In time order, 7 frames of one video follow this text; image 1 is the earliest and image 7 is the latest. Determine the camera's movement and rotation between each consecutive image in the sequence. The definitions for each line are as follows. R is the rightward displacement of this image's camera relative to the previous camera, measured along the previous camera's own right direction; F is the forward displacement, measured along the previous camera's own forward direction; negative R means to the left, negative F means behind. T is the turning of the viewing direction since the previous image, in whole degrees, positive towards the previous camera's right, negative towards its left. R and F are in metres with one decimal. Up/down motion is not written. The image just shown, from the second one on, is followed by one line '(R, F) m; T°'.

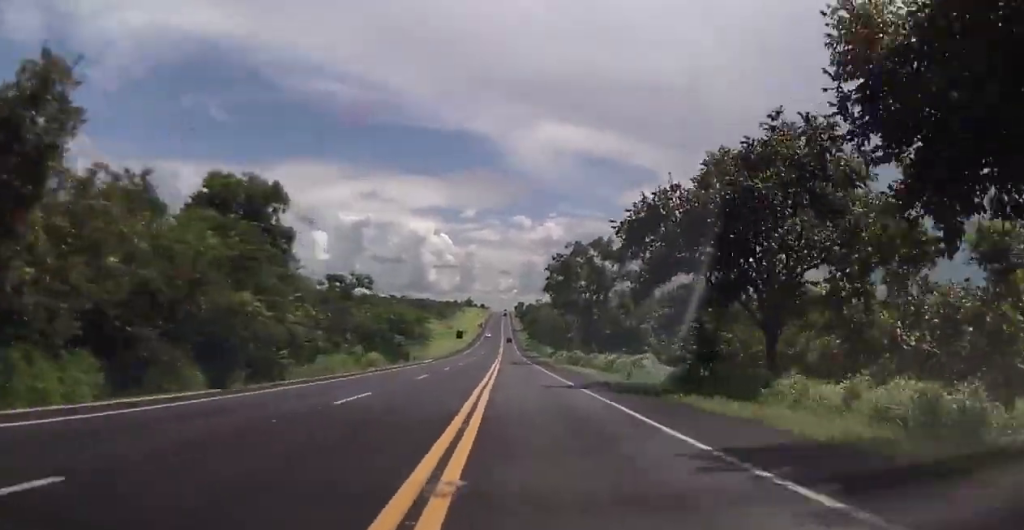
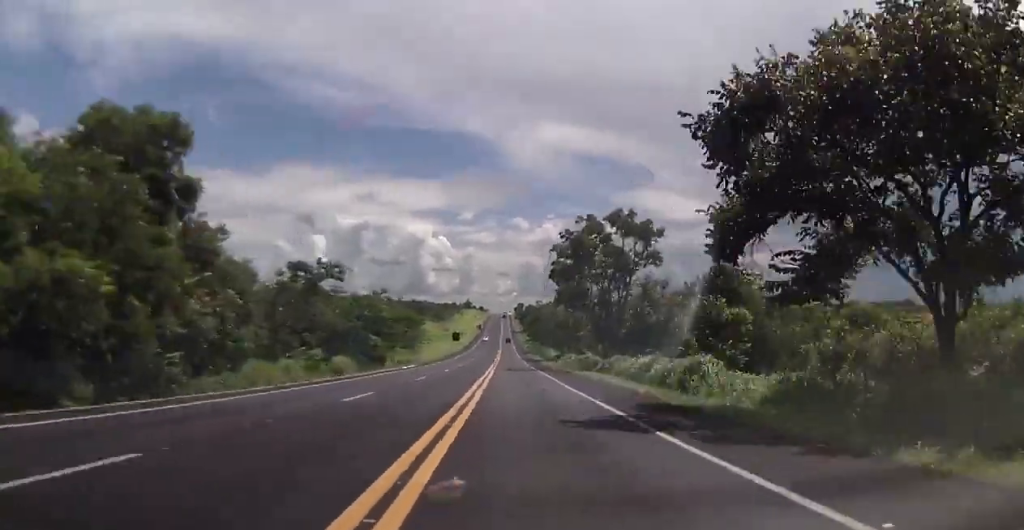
(+1.1, +14.0) m; +1°
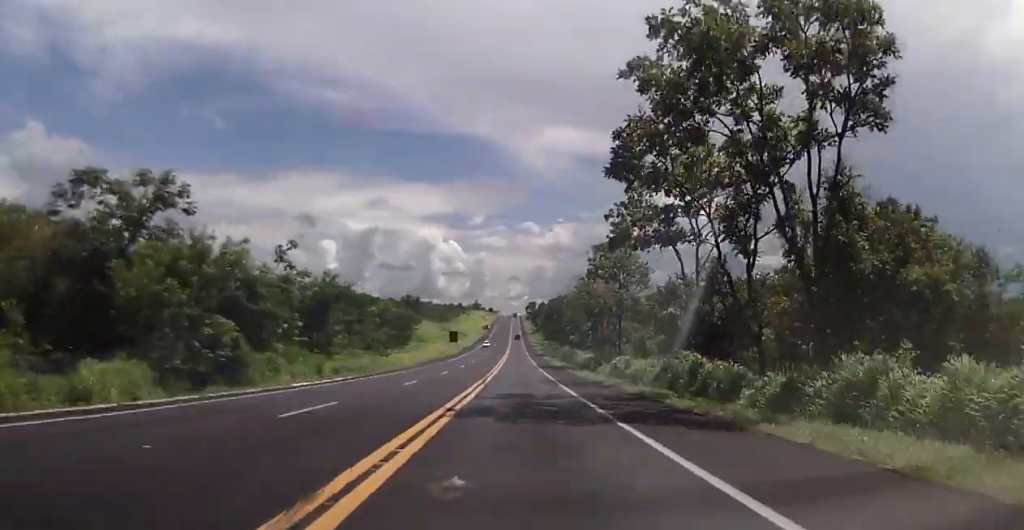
(+1.3, +36.8) m; +1°
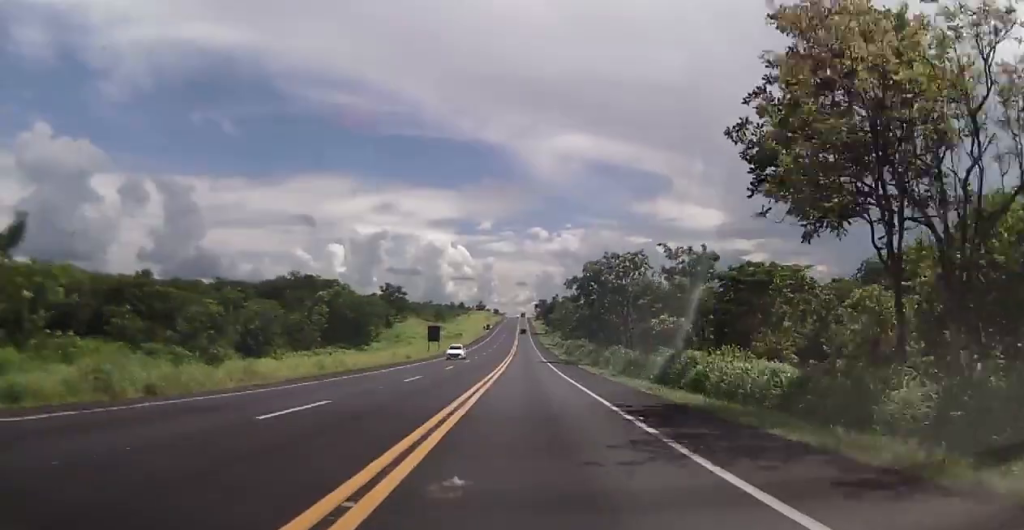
(-0.6, +50.3) m; -2°
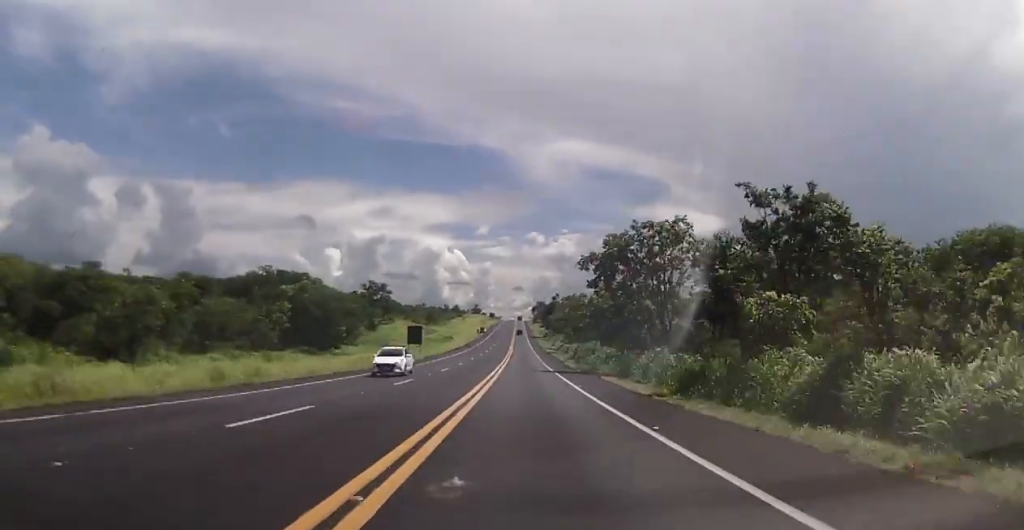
(-0.5, +17.6) m; 0°
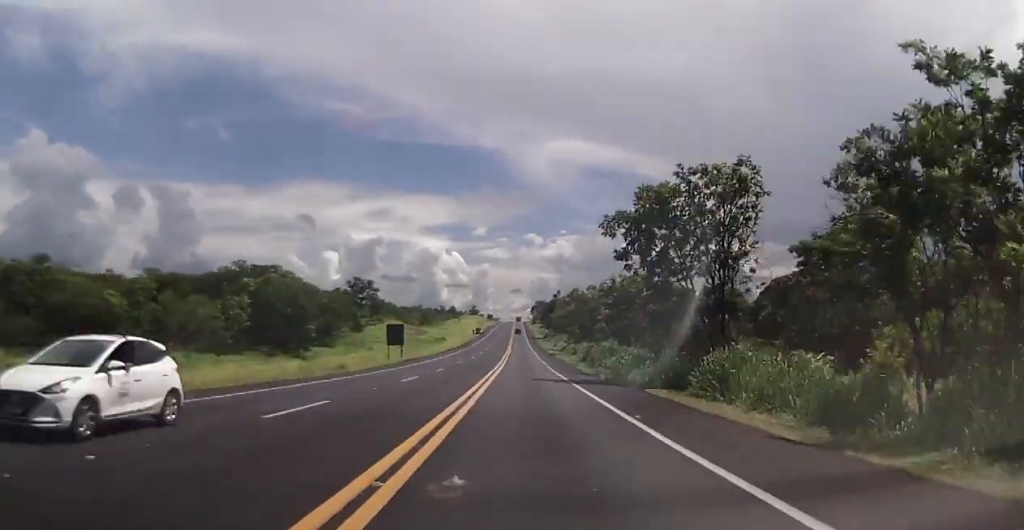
(-0.2, +14.3) m; 0°
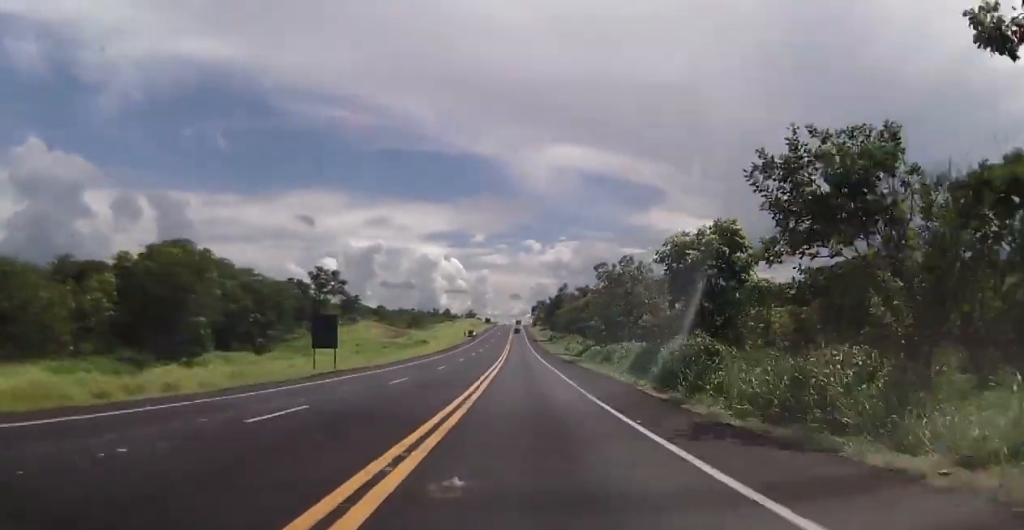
(+0.4, +29.9) m; 0°
